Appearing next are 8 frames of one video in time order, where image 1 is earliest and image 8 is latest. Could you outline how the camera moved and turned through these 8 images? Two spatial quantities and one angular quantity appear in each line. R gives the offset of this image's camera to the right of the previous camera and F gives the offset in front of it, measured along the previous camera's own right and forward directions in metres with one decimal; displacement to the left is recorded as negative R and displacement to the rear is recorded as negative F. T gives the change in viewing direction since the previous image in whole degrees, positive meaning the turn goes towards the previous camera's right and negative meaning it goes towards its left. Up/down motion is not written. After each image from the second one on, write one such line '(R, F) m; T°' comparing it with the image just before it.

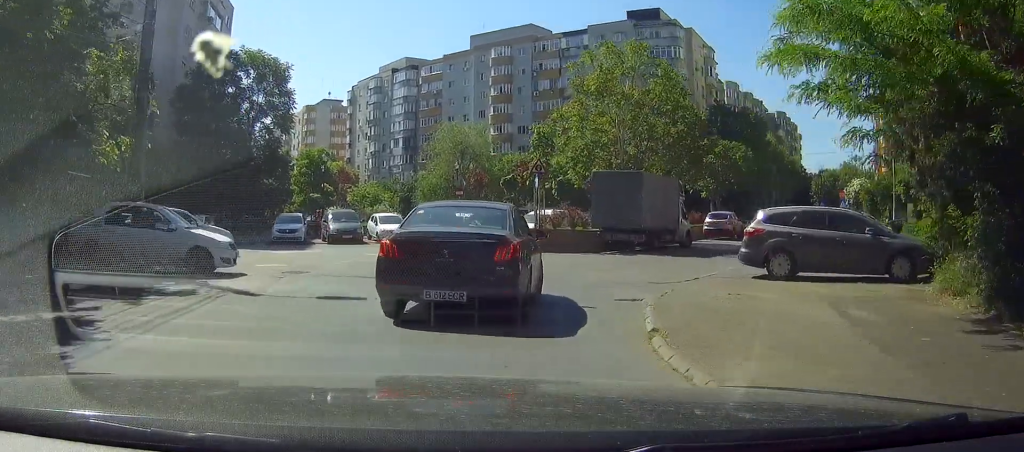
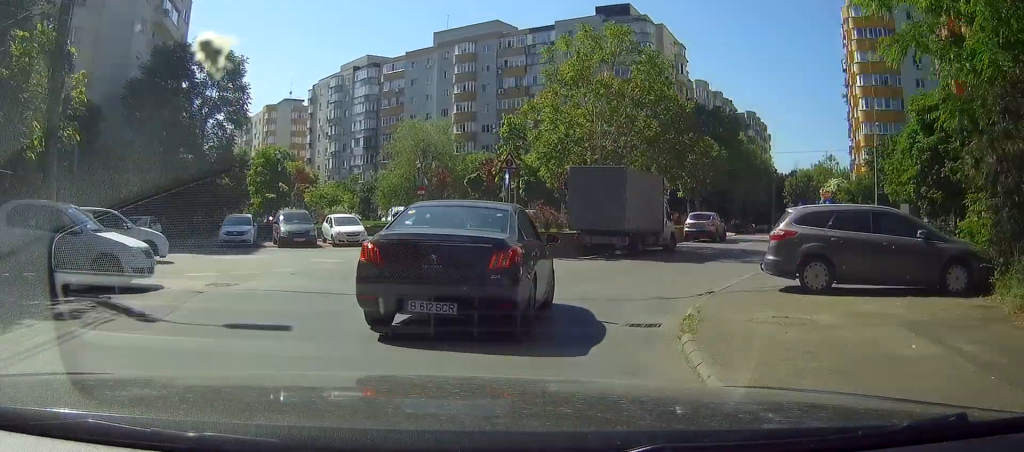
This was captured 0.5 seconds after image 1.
(+0.2, +2.8) m; +6°
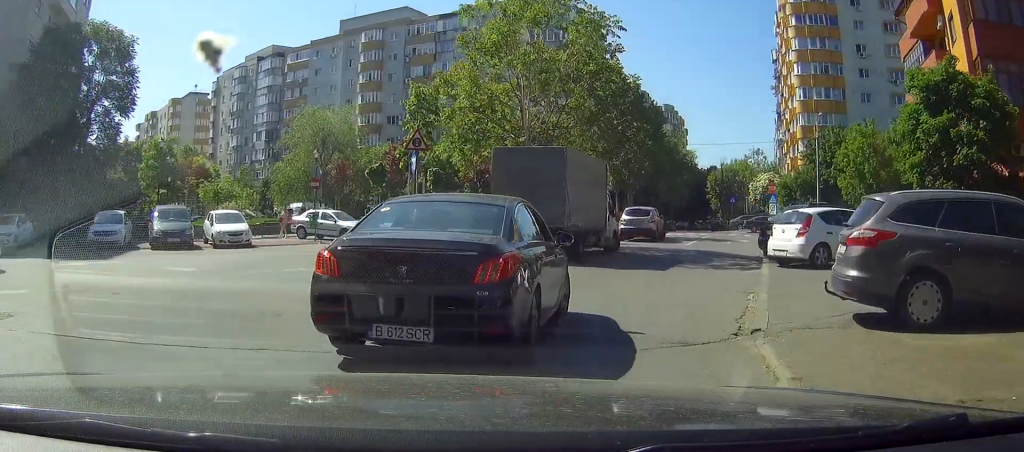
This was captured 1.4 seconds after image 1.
(+0.3, +4.8) m; +2°
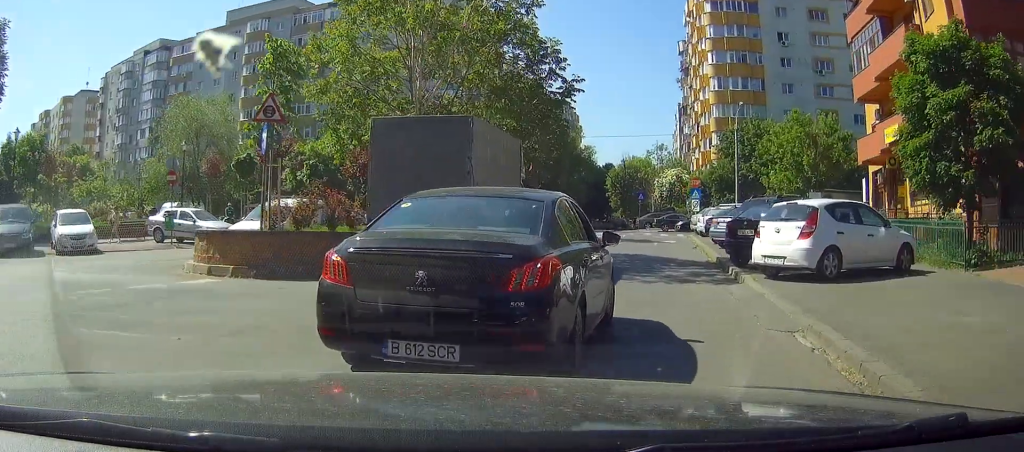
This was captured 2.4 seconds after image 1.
(-0.2, +5.1) m; -1°
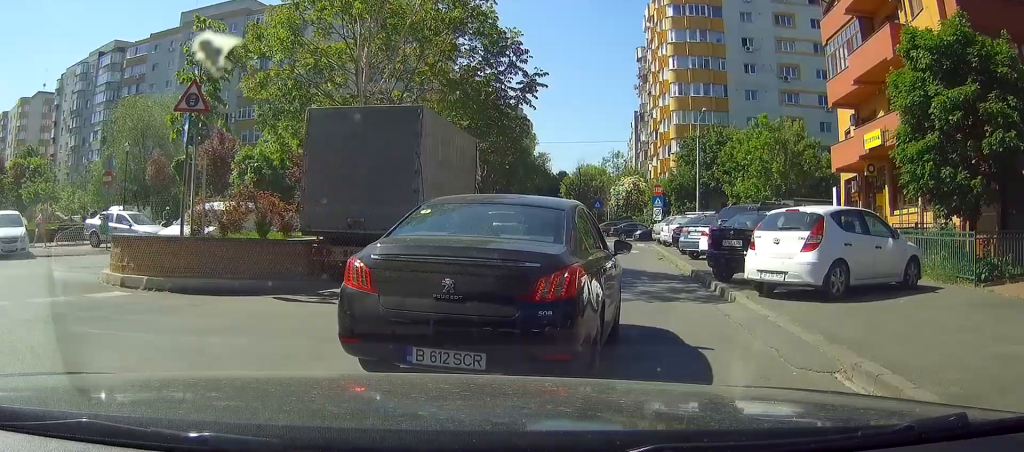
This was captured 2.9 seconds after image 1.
(0.0, +1.9) m; +2°
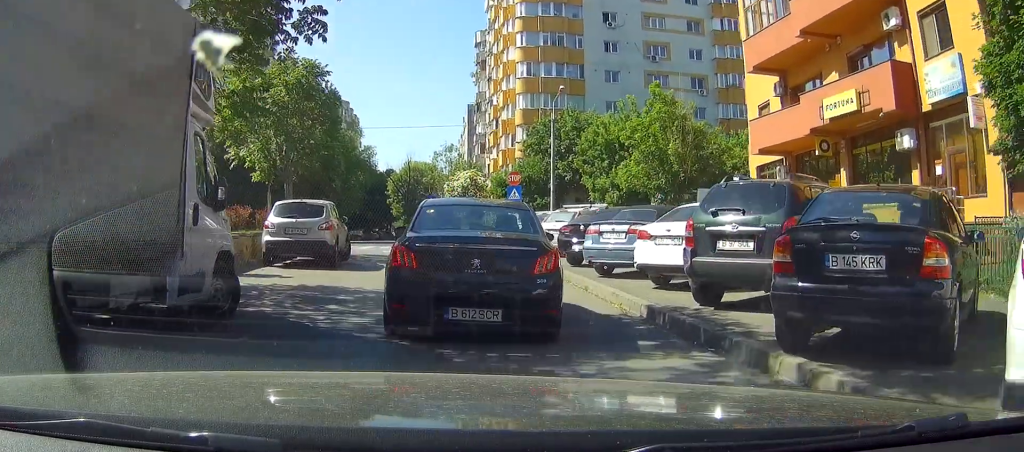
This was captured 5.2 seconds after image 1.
(+1.6, +9.3) m; +20°
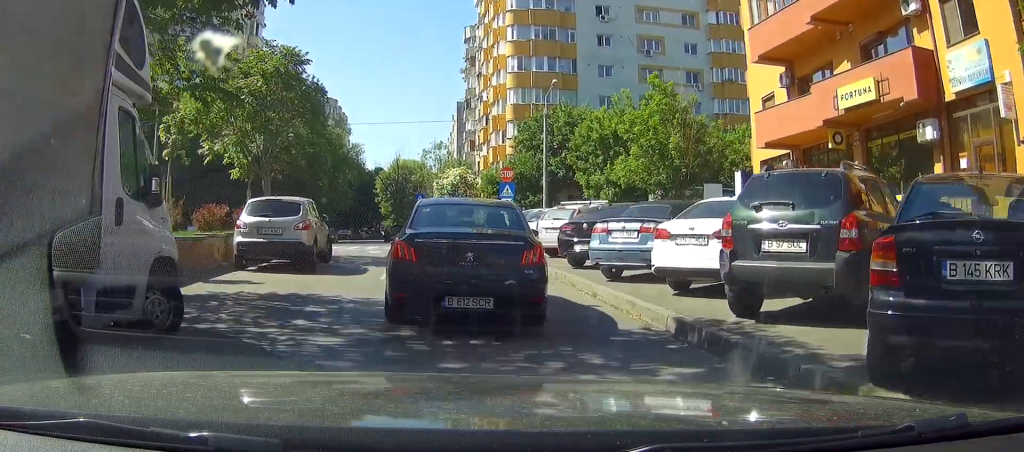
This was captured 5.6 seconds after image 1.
(+0.1, +1.8) m; +3°
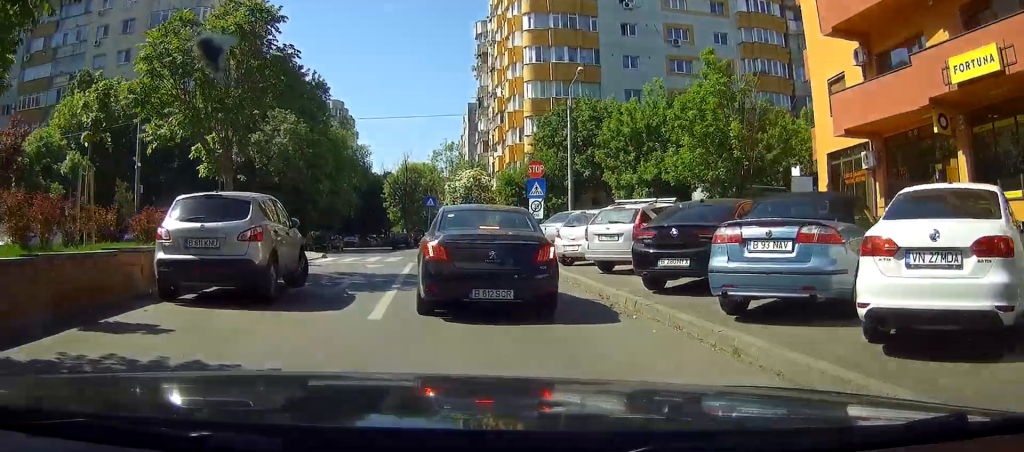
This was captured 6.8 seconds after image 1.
(0.0, +5.7) m; +2°
